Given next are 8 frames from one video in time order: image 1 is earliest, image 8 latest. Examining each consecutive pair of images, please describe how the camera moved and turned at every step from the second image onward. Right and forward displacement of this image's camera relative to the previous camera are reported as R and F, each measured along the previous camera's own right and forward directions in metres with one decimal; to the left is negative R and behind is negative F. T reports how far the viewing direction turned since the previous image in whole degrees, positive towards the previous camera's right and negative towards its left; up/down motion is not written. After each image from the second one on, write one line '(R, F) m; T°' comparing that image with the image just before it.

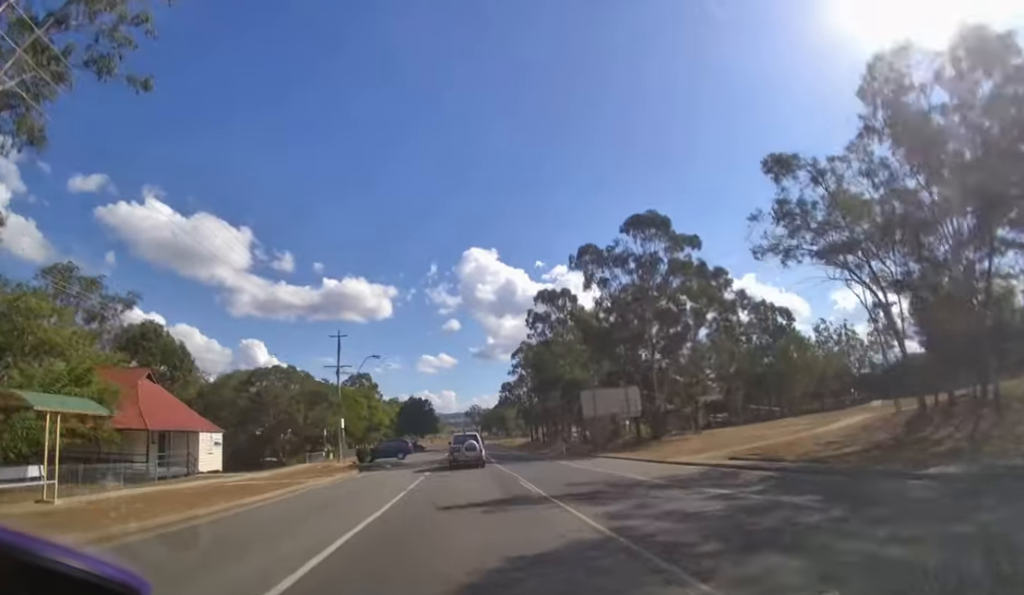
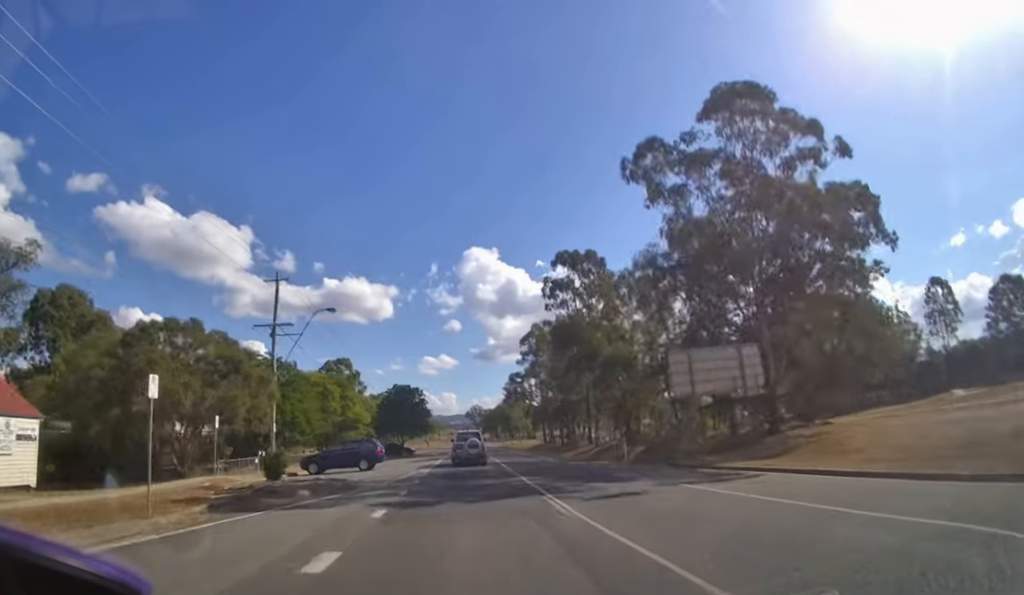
(0.0, +18.9) m; 0°
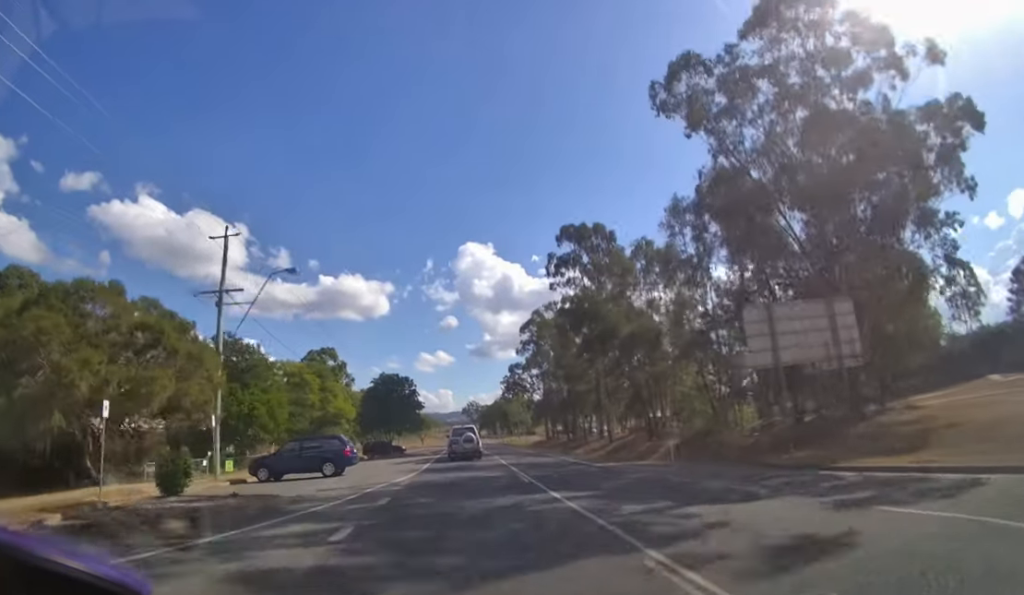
(0.0, +7.0) m; 0°
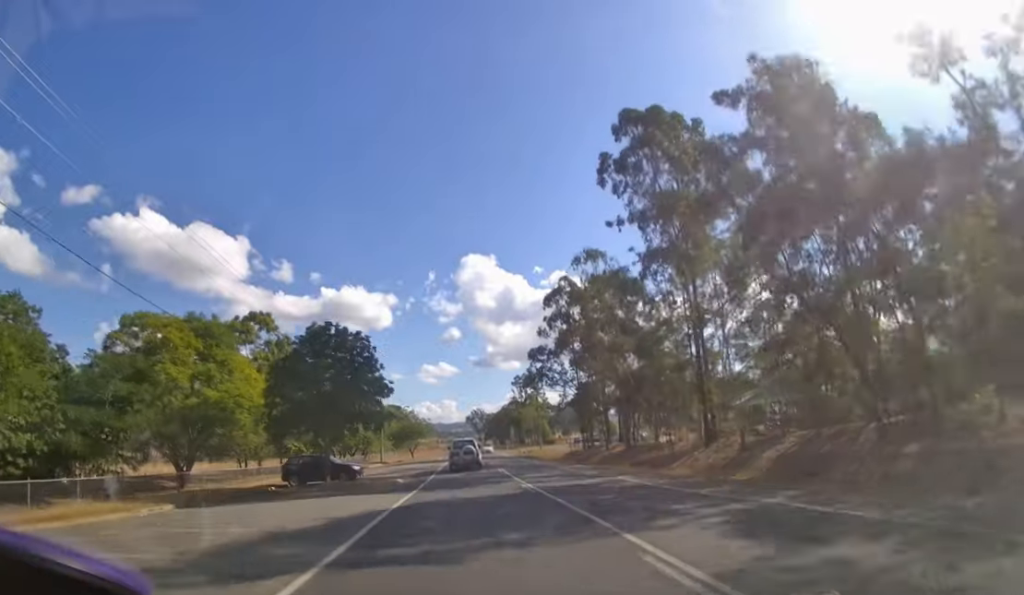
(-0.1, +23.7) m; -1°
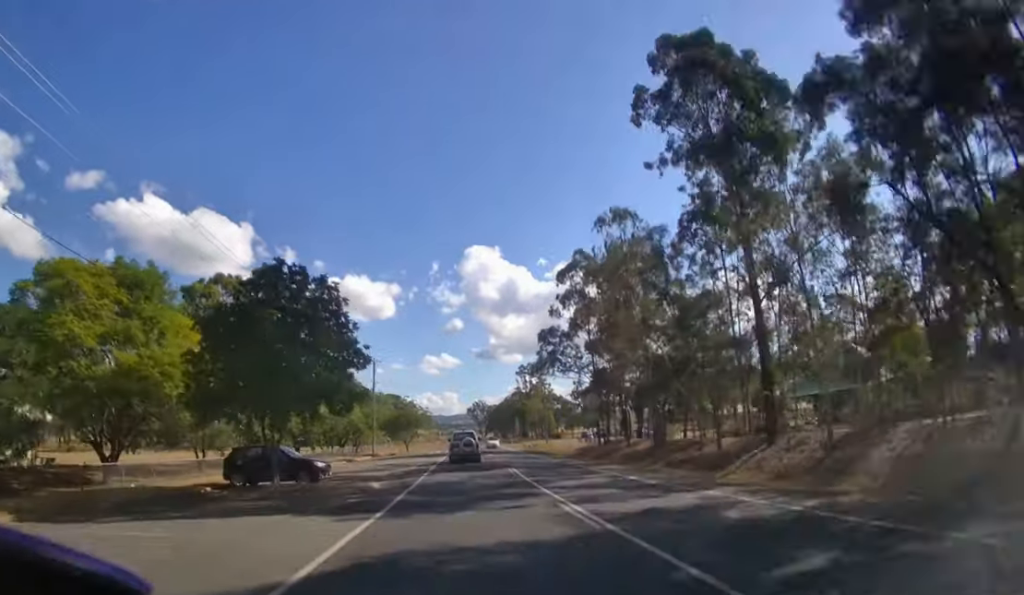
(0.0, +6.6) m; 0°
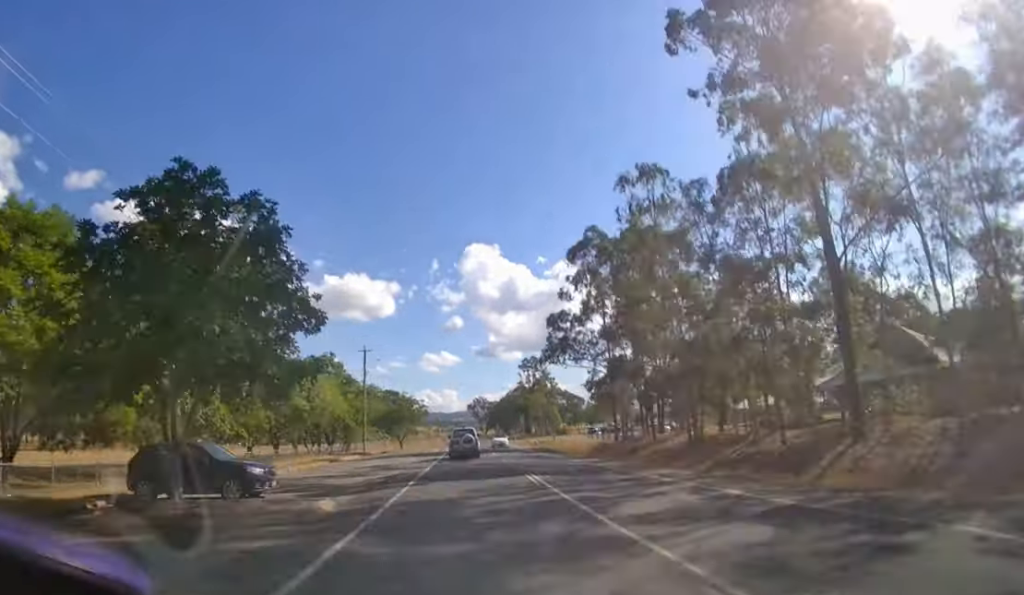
(0.0, +5.7) m; 0°
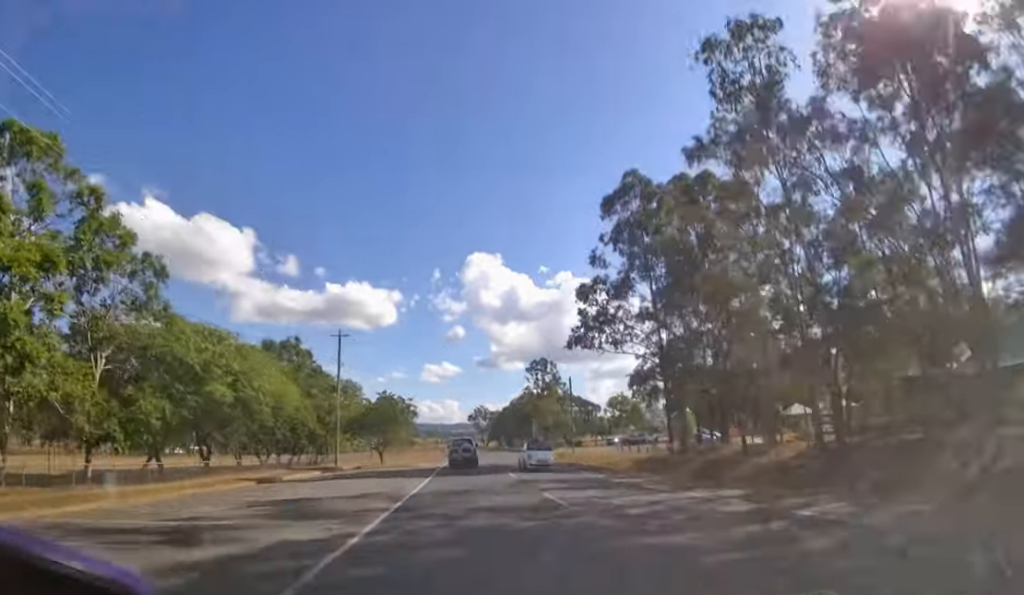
(0.0, +11.5) m; 0°
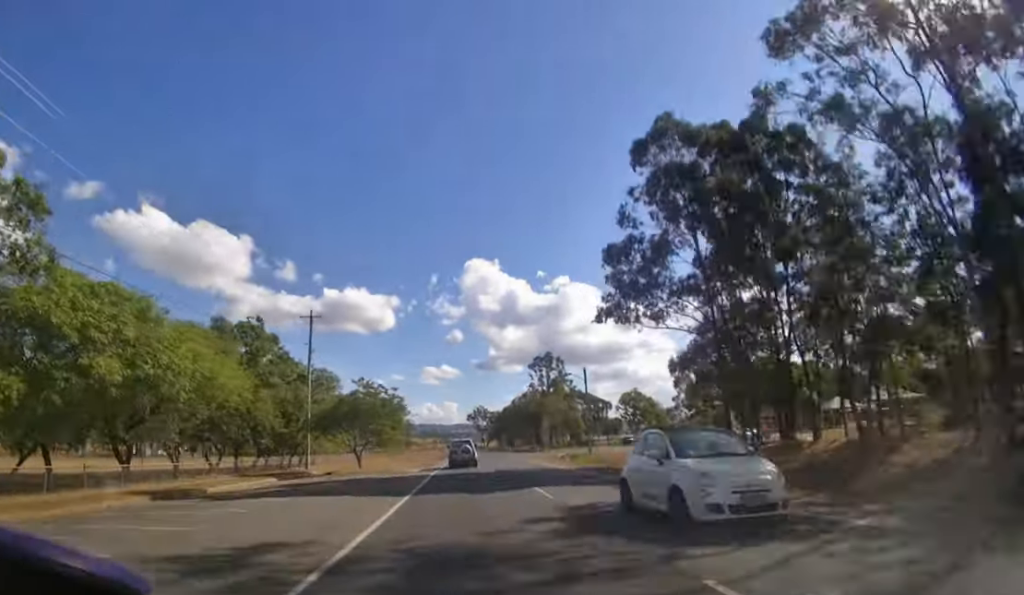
(0.0, +6.9) m; 0°
